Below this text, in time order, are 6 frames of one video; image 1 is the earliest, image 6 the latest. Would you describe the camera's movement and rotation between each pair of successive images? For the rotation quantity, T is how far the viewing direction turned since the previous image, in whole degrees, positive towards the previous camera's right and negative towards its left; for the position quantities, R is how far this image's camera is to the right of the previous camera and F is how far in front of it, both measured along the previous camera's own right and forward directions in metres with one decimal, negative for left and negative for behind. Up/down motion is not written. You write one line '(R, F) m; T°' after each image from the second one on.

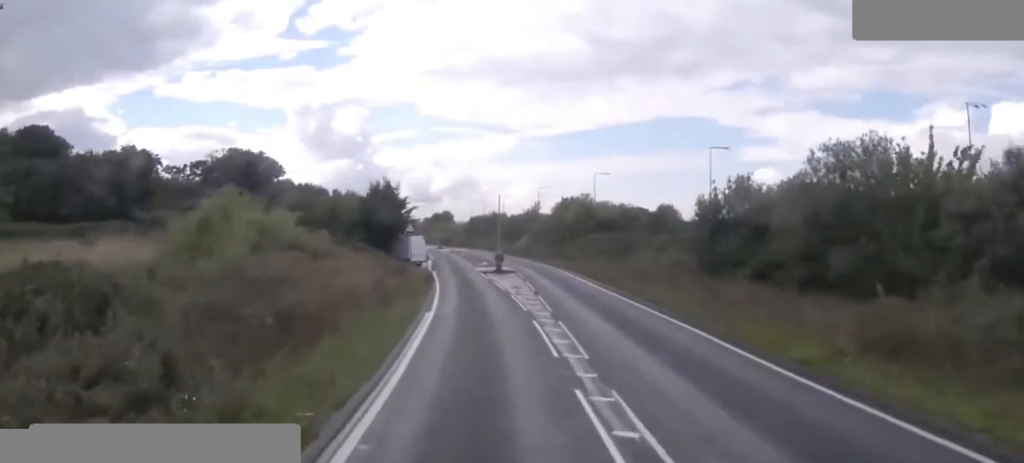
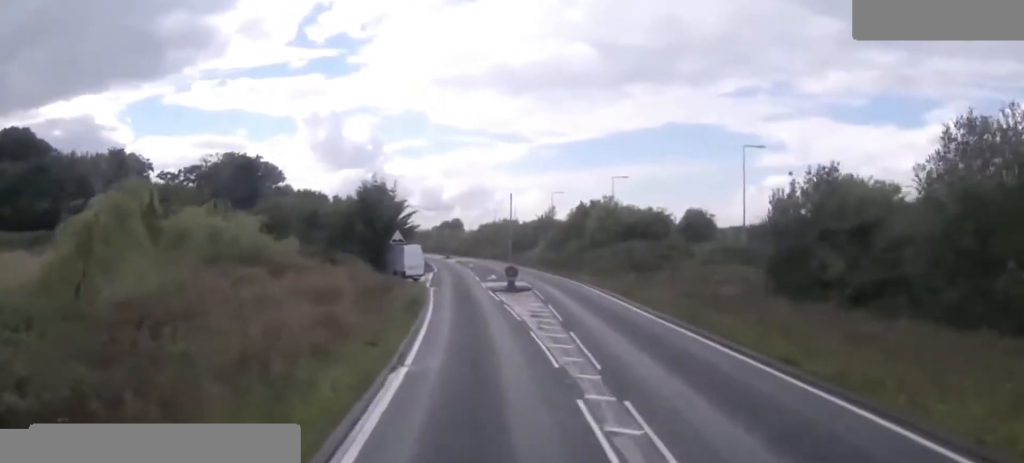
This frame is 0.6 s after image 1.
(0.0, +9.4) m; -1°
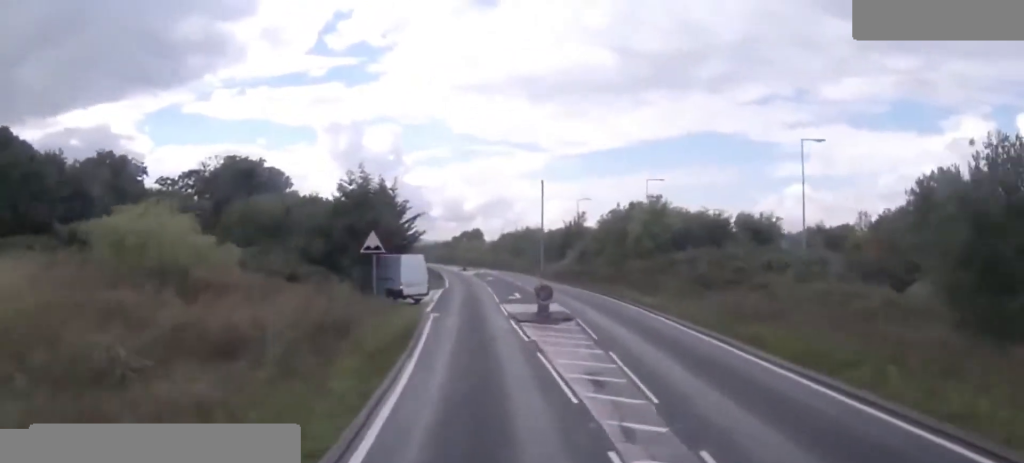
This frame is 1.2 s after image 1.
(0.0, +10.5) m; -2°
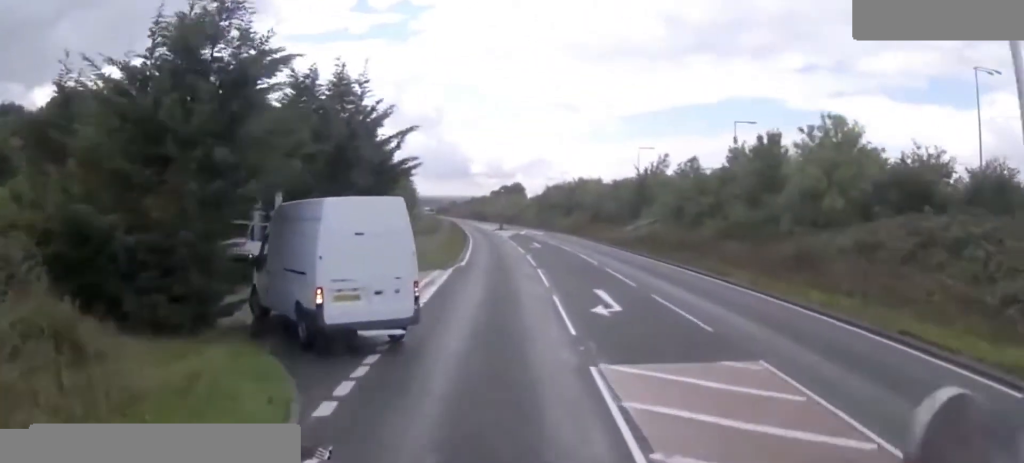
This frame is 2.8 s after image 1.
(-1.2, +23.0) m; -3°
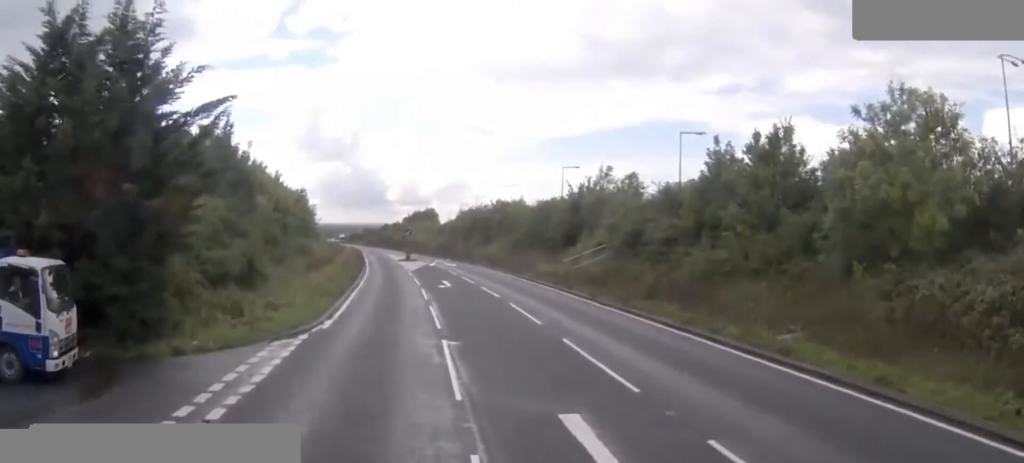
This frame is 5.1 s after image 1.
(+1.2, +18.1) m; +11°
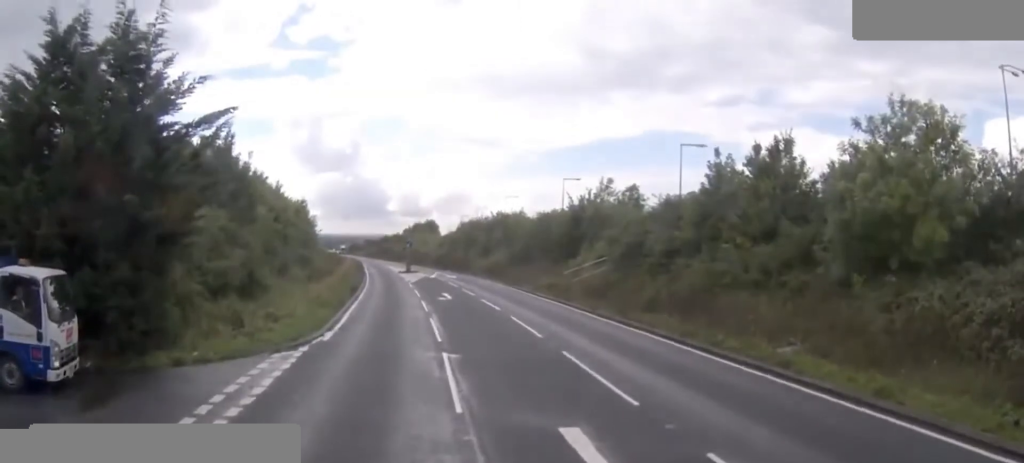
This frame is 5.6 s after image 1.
(0.0, +1.5) m; 0°
